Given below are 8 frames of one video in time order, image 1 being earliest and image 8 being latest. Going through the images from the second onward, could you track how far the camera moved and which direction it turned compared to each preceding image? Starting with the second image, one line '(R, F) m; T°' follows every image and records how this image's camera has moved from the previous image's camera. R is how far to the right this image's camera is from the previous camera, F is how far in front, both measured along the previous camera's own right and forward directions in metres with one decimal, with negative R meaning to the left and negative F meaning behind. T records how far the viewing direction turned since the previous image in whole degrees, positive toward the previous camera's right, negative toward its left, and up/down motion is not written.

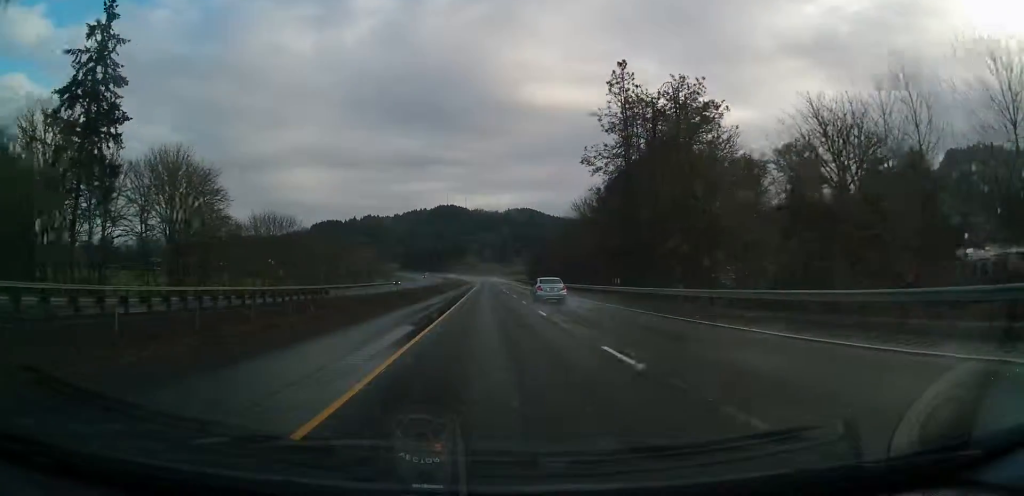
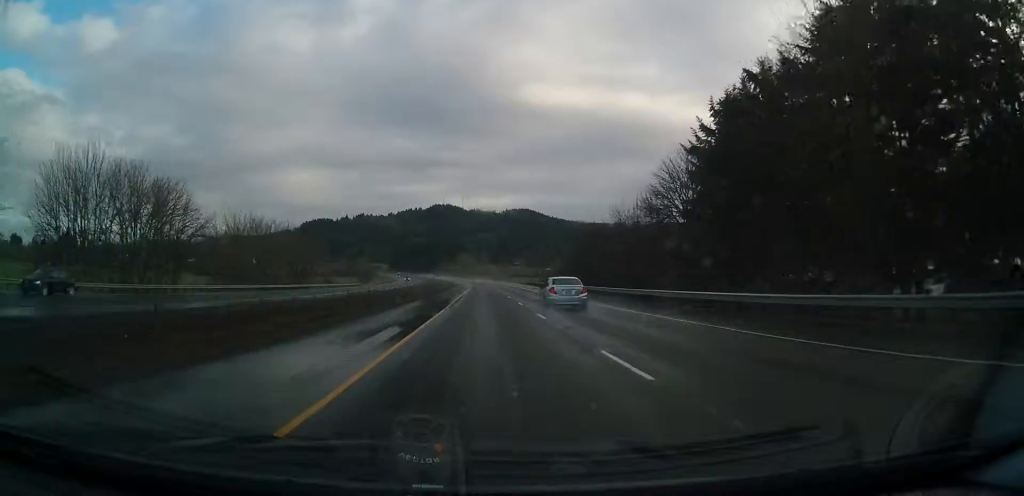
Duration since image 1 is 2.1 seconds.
(-0.6, +73.4) m; -1°
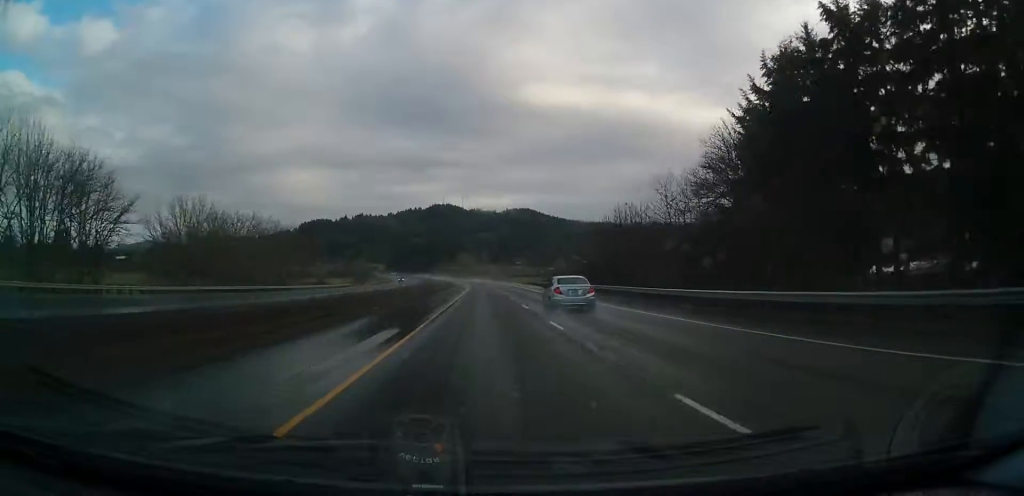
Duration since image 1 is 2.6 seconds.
(0.0, +16.3) m; 0°
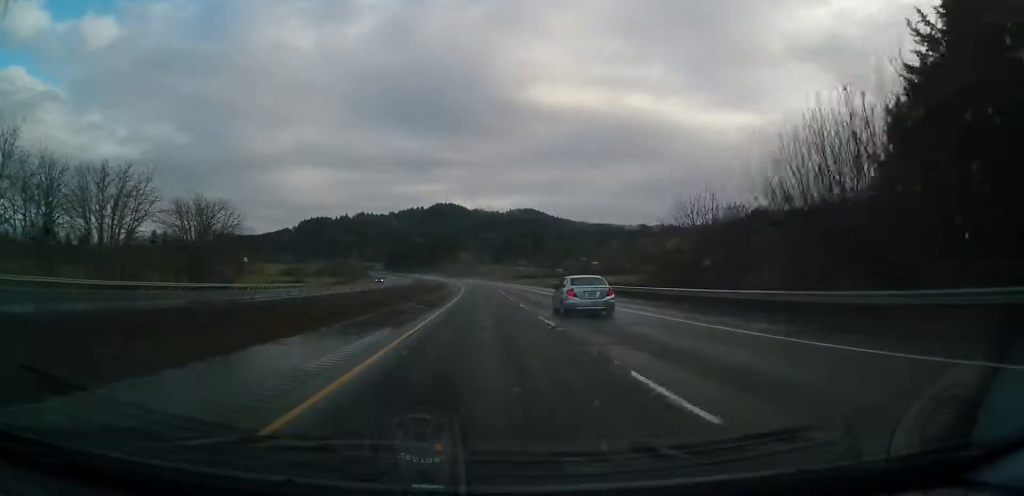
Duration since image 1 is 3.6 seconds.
(+0.1, +35.0) m; +1°
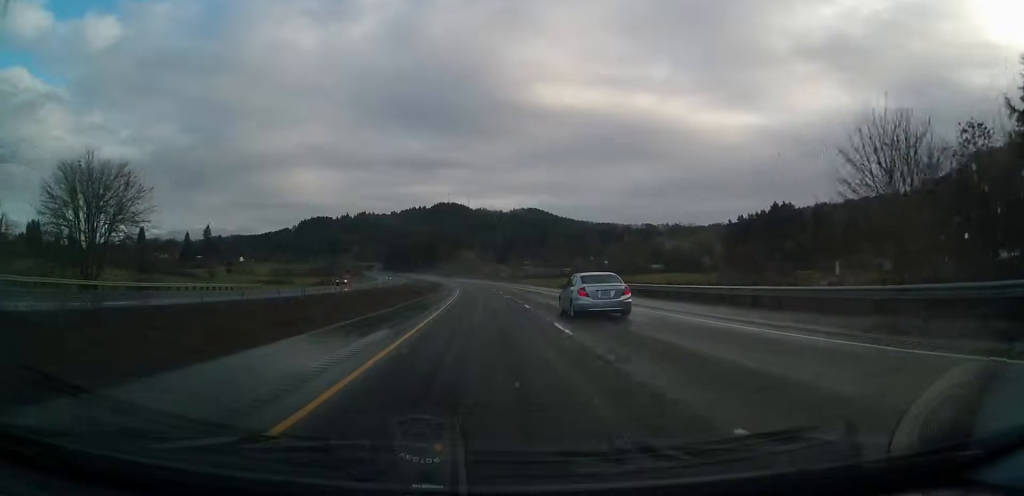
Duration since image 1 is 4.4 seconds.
(+0.1, +27.8) m; 0°
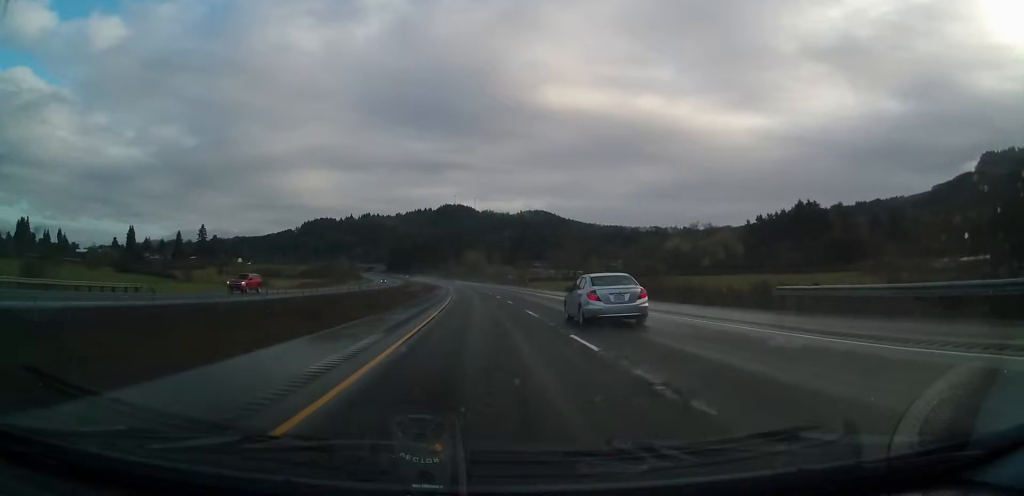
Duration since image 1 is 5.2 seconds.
(+0.2, +27.5) m; -1°
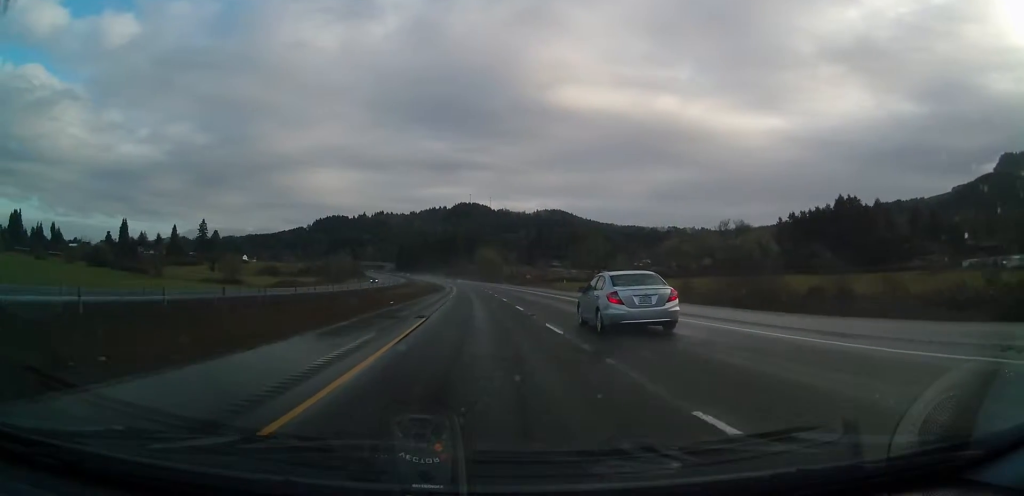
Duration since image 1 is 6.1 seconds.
(-0.6, +32.8) m; -1°
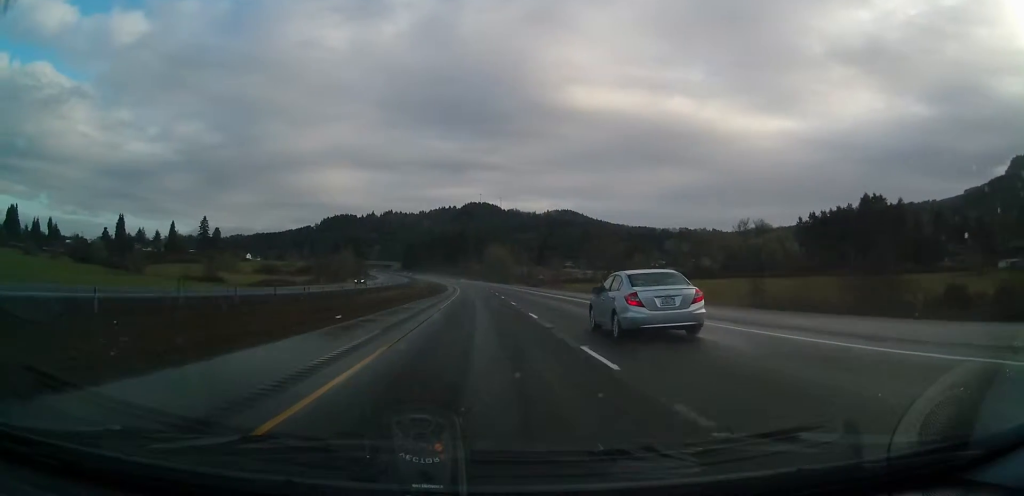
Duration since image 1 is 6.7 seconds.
(+0.2, +18.0) m; 0°
